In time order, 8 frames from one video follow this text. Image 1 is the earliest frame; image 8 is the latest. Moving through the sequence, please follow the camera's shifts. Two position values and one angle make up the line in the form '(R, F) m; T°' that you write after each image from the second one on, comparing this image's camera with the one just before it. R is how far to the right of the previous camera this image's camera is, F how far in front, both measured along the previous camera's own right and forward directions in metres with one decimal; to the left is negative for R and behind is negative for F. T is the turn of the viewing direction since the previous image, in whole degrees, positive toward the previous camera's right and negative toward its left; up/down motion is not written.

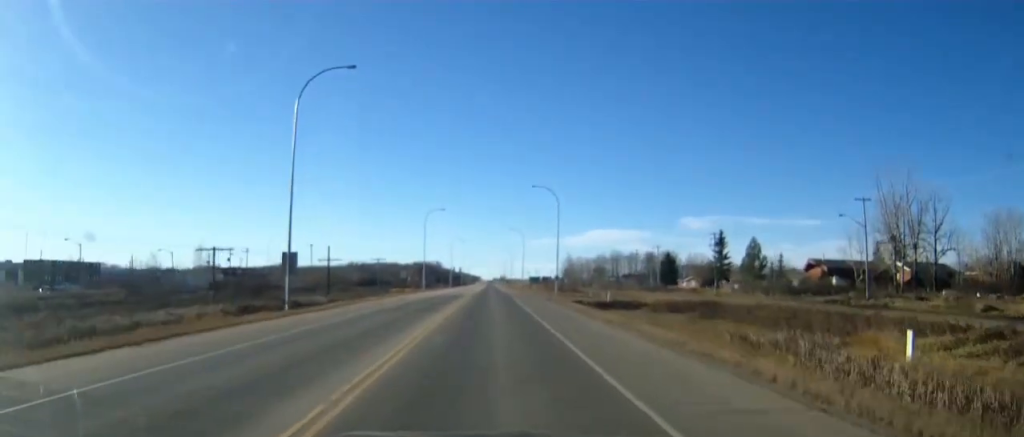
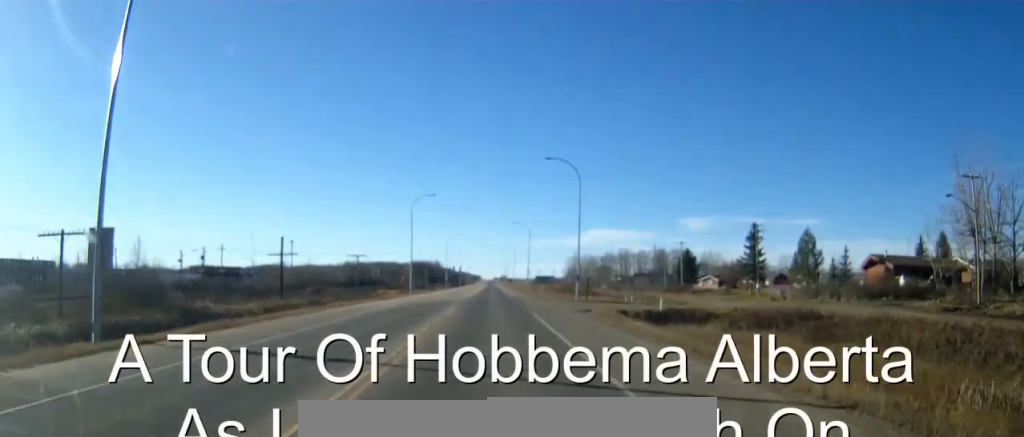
(0.0, +19.6) m; 0°
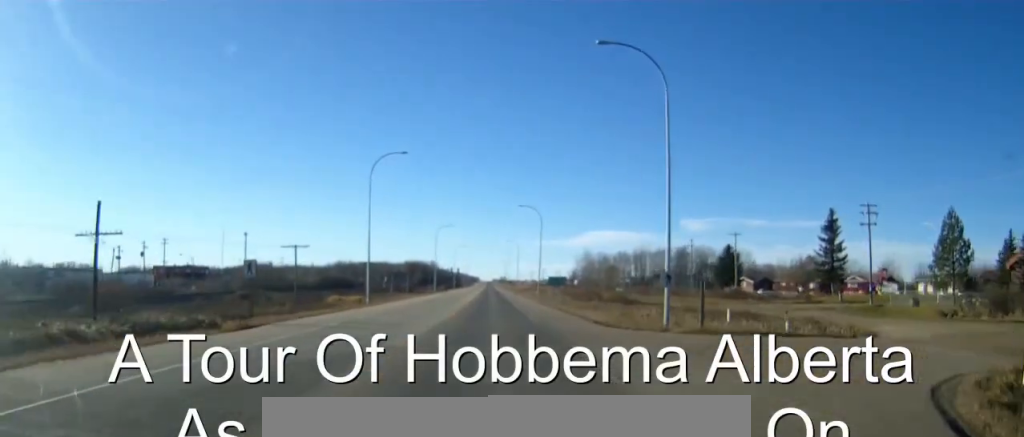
(0.0, +33.1) m; 0°
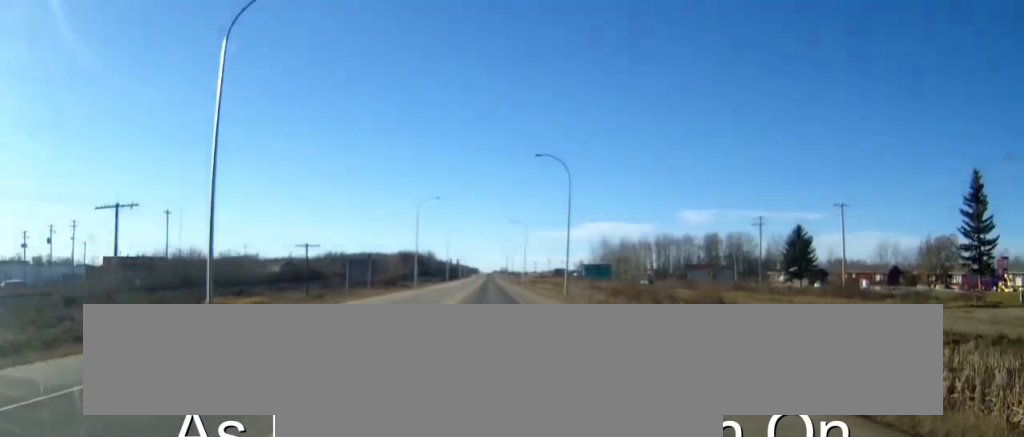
(+0.1, +36.0) m; 0°
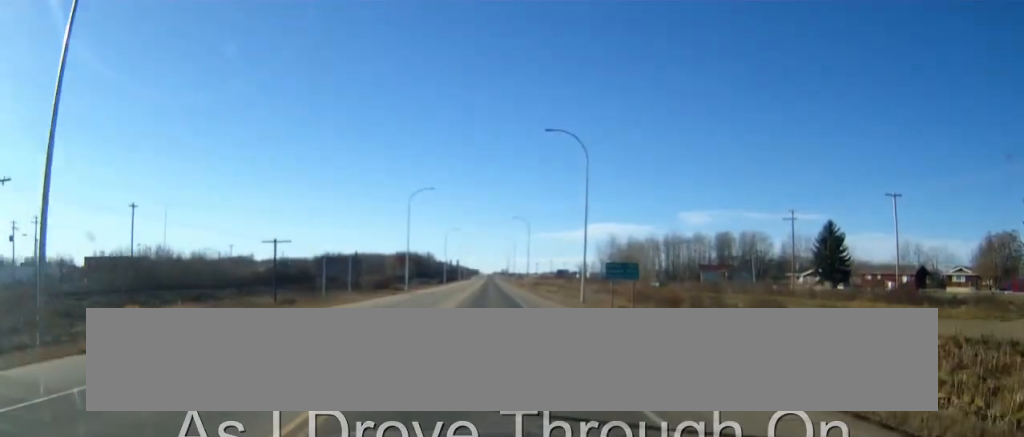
(0.0, +11.4) m; 0°
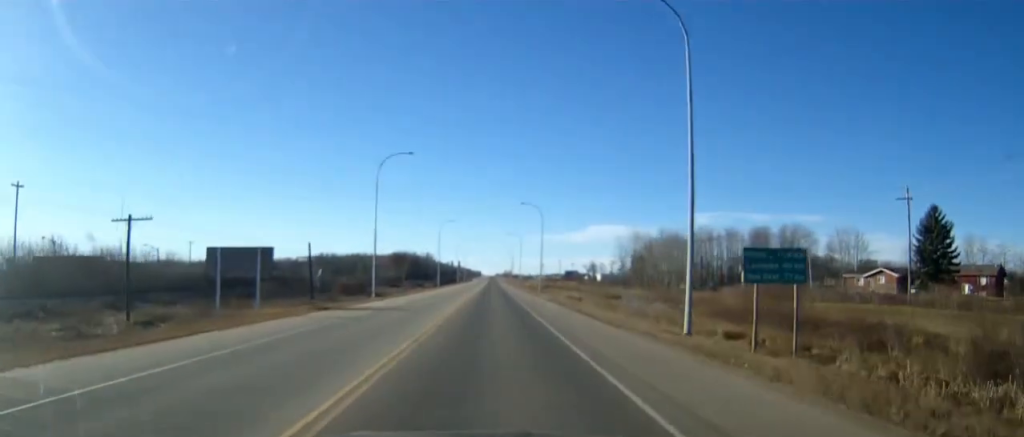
(-0.1, +27.9) m; 0°
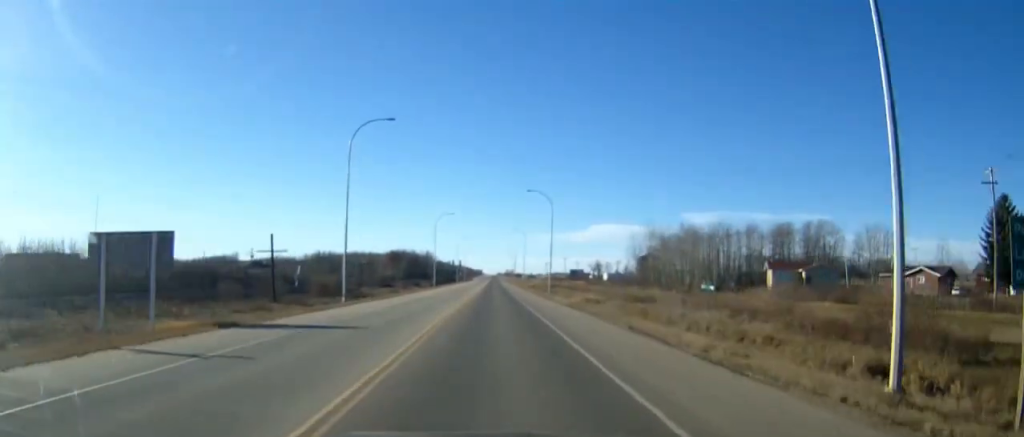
(0.0, +13.7) m; 0°
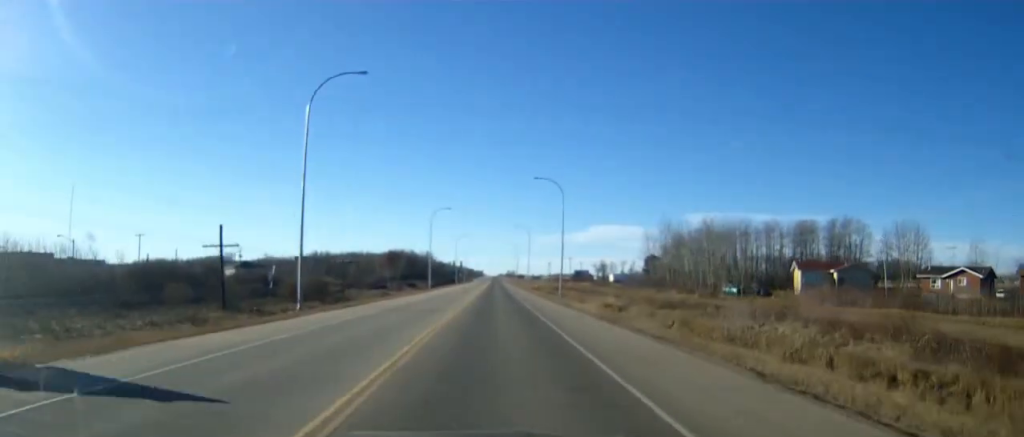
(0.0, +12.4) m; 0°
